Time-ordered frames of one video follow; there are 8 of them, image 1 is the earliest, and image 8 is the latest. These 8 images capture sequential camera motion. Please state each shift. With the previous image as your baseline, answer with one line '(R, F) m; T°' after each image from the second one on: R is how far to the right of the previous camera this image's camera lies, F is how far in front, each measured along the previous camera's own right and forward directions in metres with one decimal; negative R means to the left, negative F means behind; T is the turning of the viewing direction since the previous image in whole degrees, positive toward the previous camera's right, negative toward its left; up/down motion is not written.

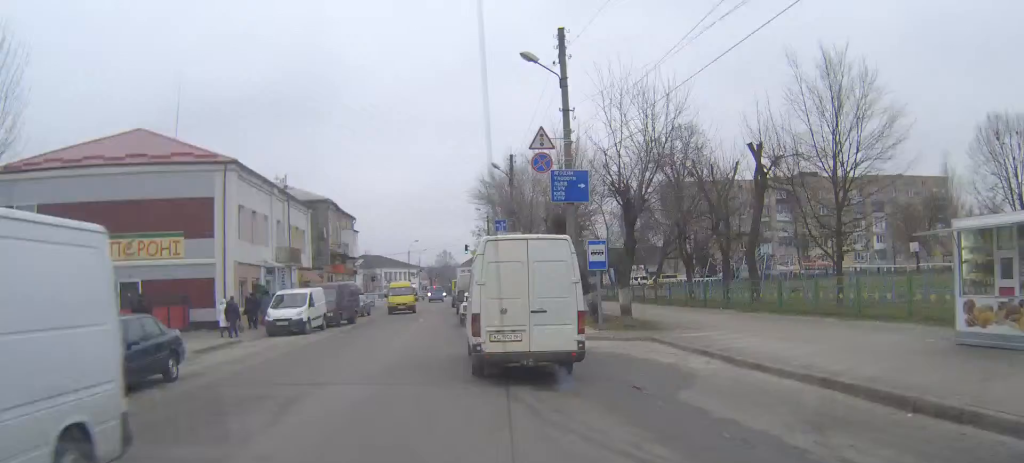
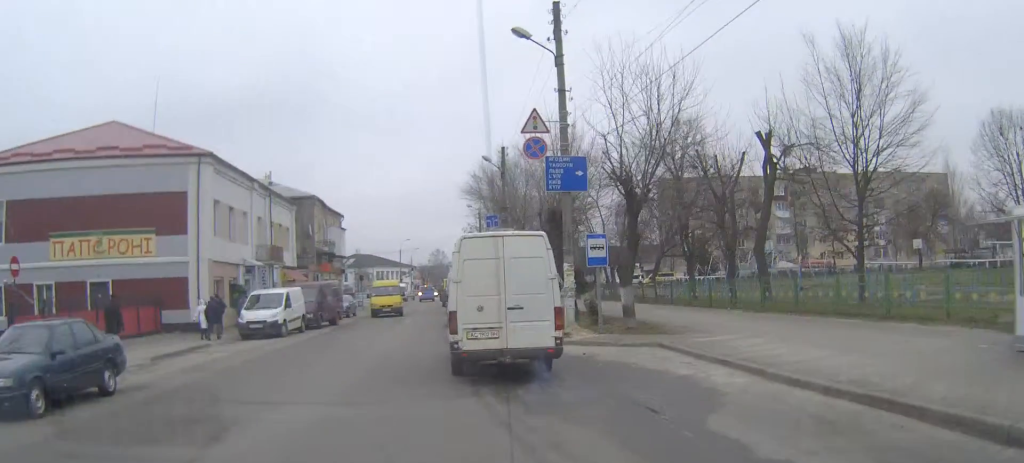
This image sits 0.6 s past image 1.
(0.0, +2.8) m; +1°
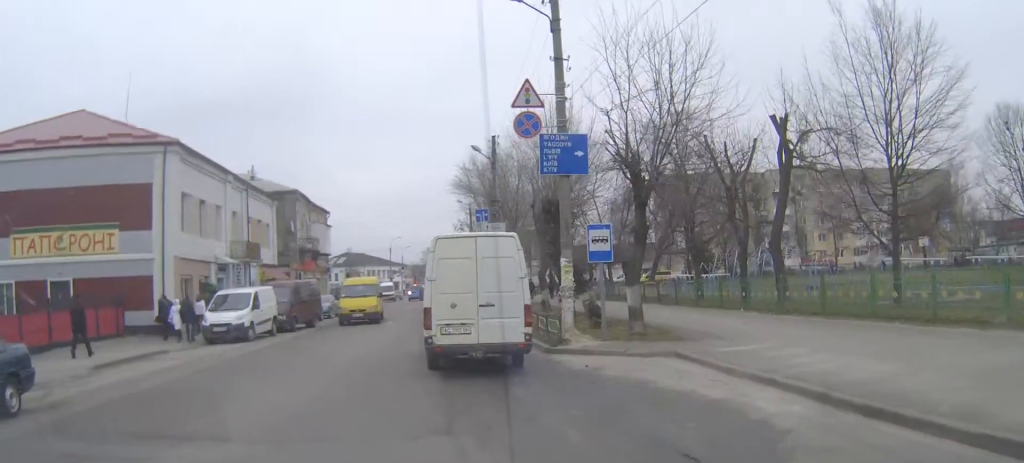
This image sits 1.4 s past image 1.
(+0.1, +3.5) m; +1°
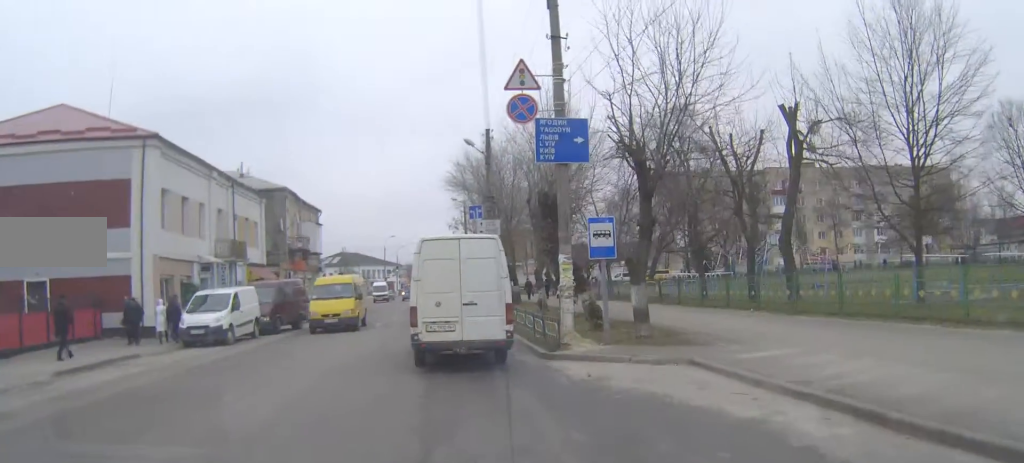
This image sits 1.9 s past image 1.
(0.0, +2.0) m; 0°
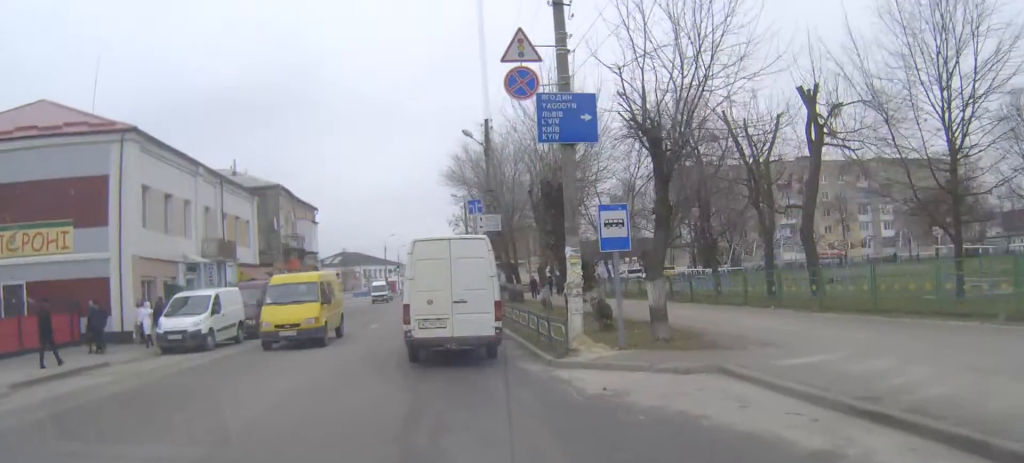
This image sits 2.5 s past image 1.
(0.0, +2.0) m; -1°
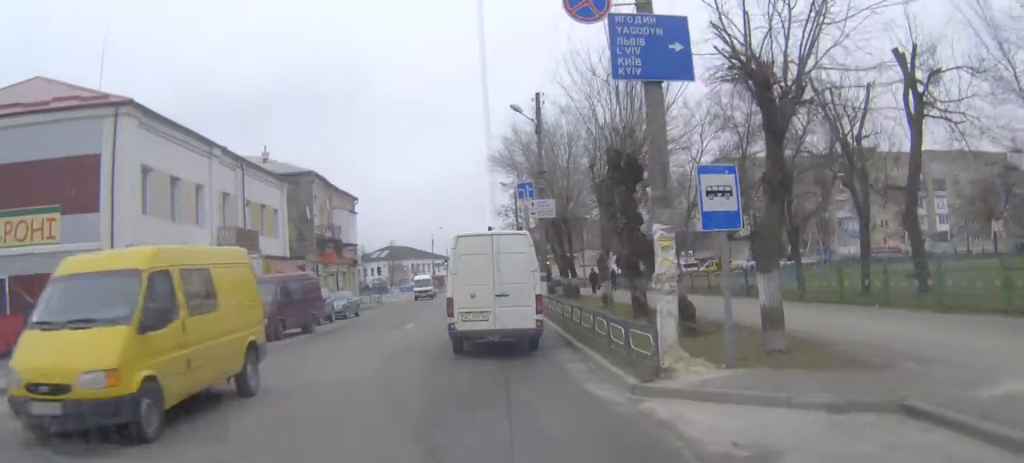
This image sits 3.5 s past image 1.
(0.0, +3.6) m; -3°
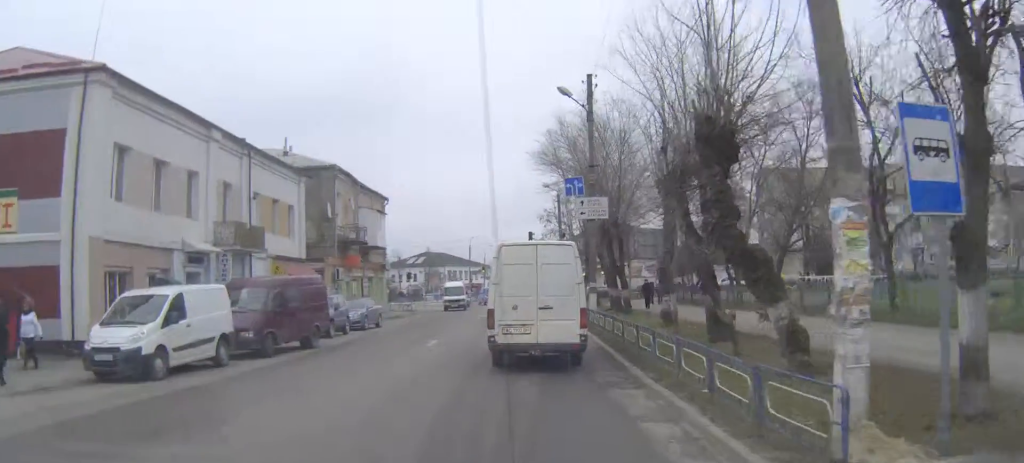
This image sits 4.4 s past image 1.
(-0.2, +3.7) m; -3°
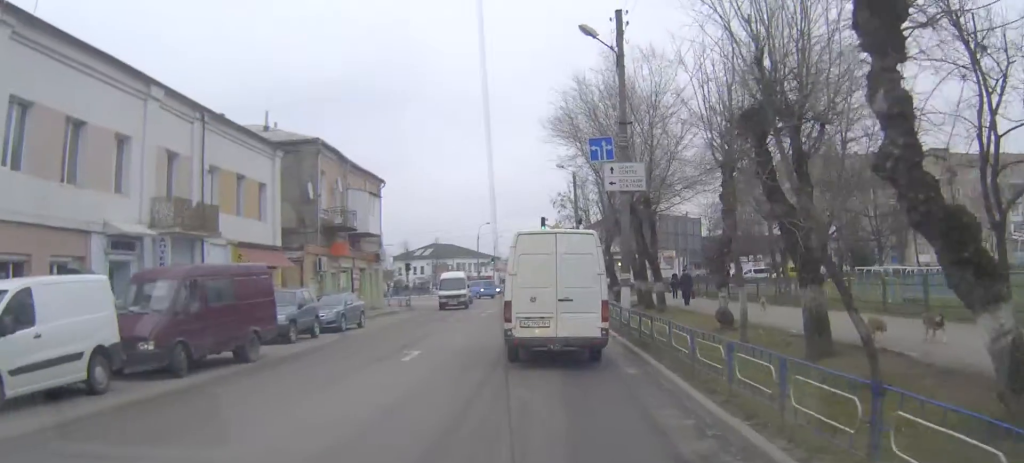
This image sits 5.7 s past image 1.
(-0.1, +5.9) m; 0°
